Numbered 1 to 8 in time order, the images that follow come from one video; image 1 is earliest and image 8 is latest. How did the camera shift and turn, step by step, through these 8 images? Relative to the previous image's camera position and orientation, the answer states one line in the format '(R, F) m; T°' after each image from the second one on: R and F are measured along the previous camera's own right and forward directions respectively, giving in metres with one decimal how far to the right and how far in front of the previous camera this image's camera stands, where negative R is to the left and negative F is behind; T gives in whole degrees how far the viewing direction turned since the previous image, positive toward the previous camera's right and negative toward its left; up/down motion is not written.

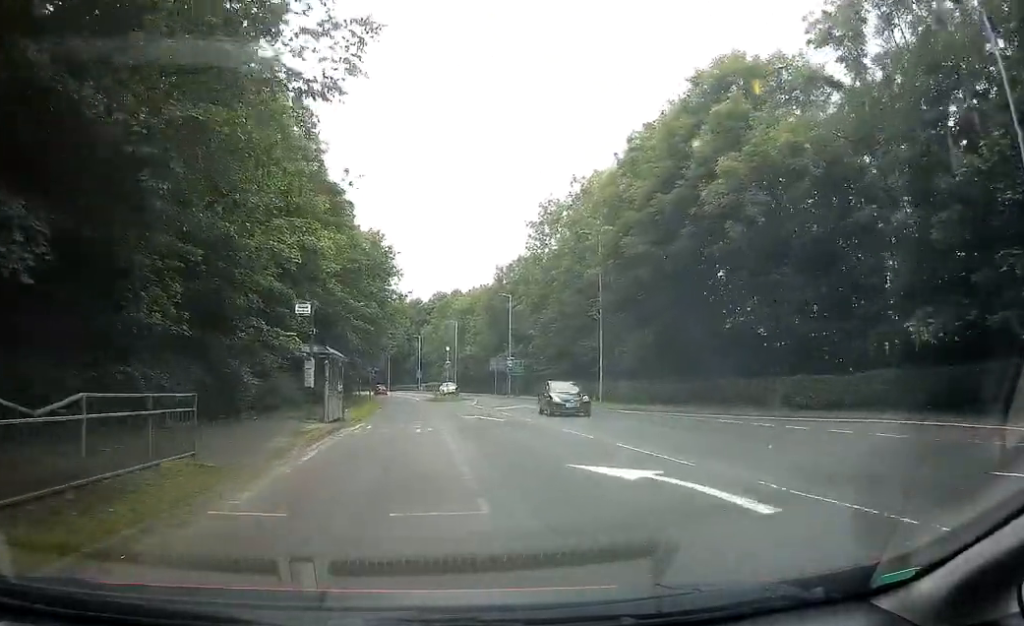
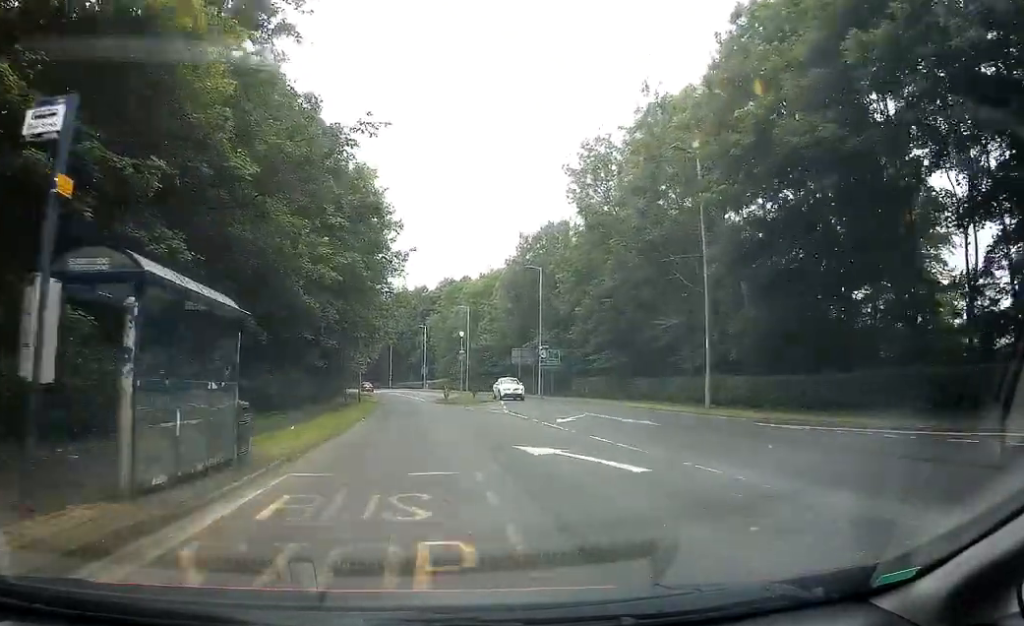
(-0.1, +15.2) m; 0°
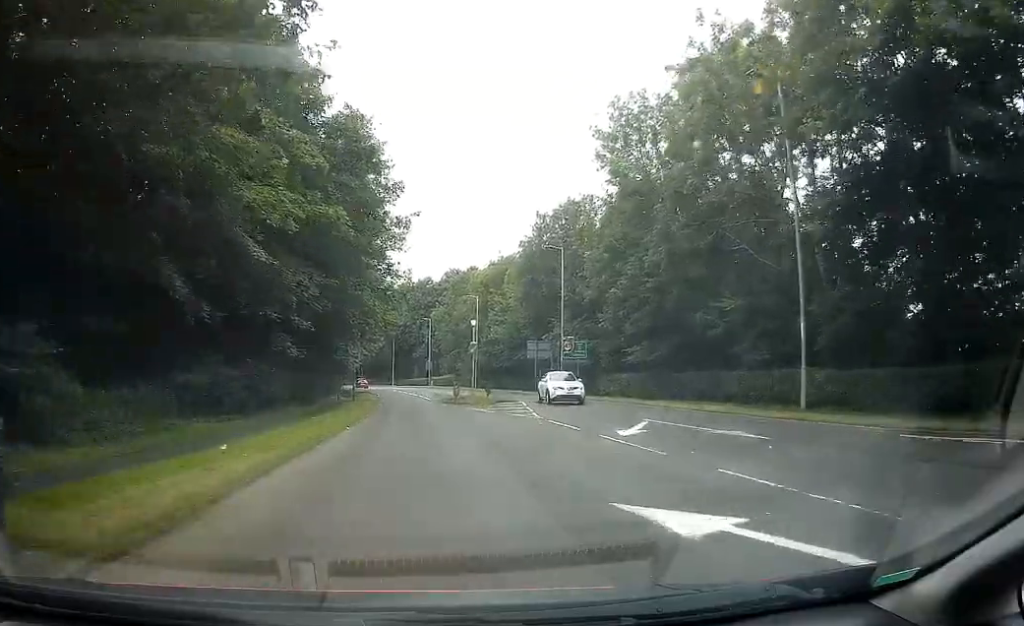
(+0.1, +6.9) m; -1°
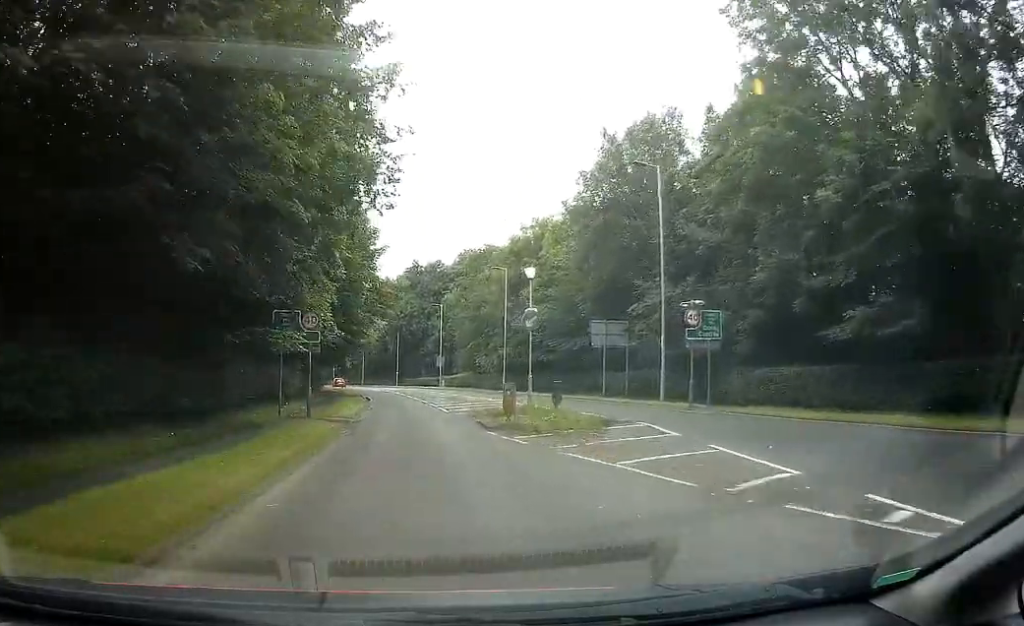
(-1.2, +18.9) m; -6°
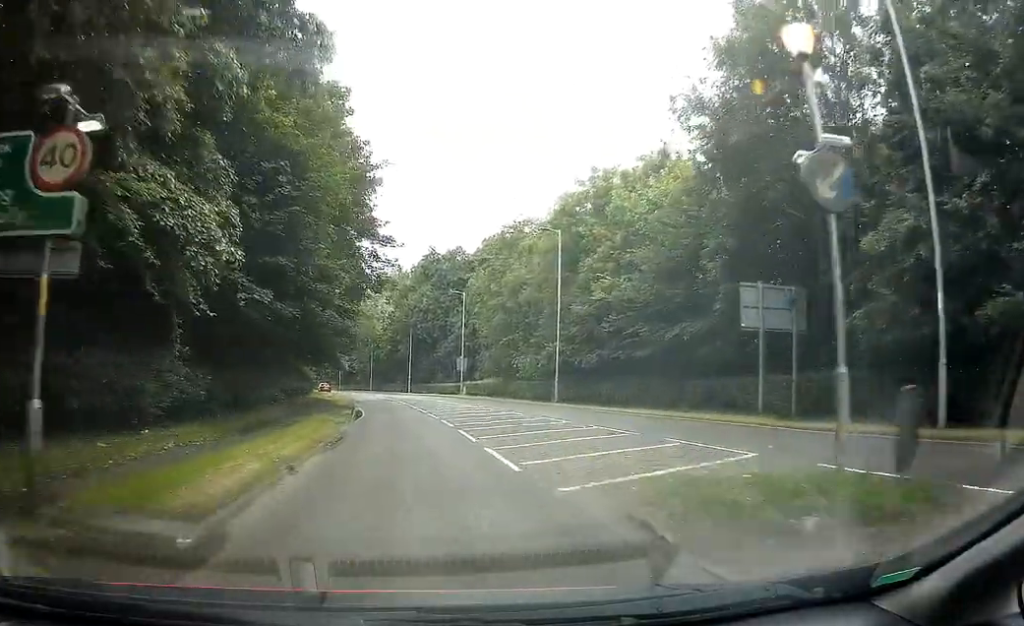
(+0.1, +16.7) m; +2°
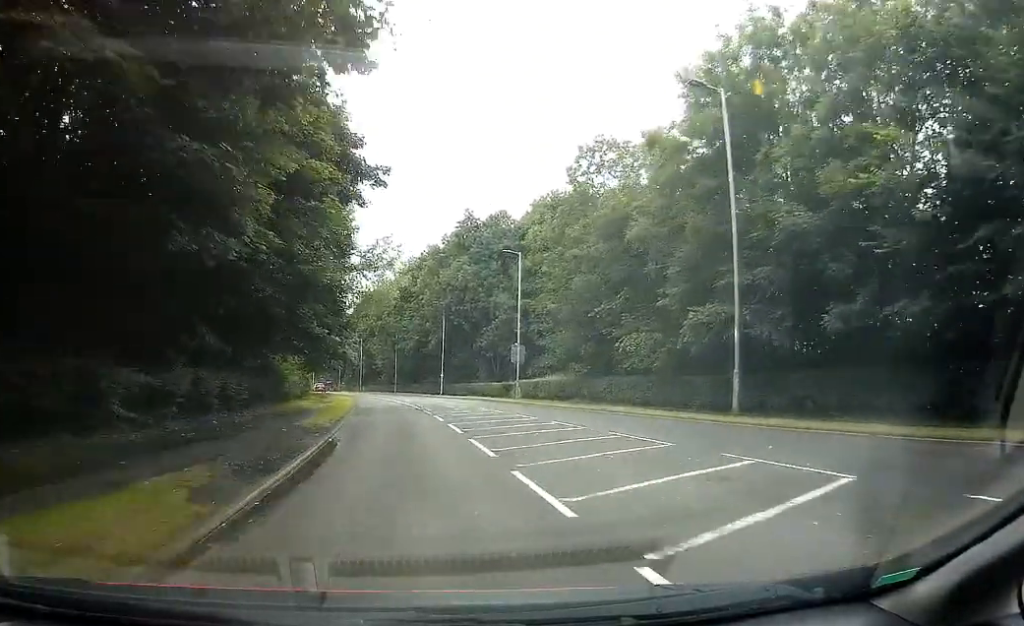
(-0.2, +20.9) m; -4°
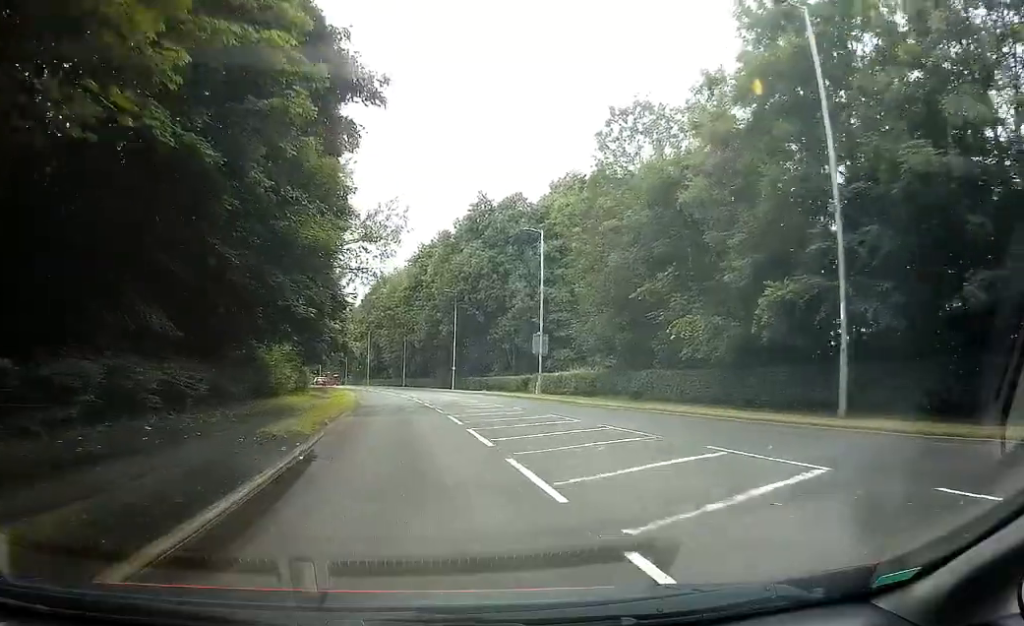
(-0.1, +5.4) m; -2°
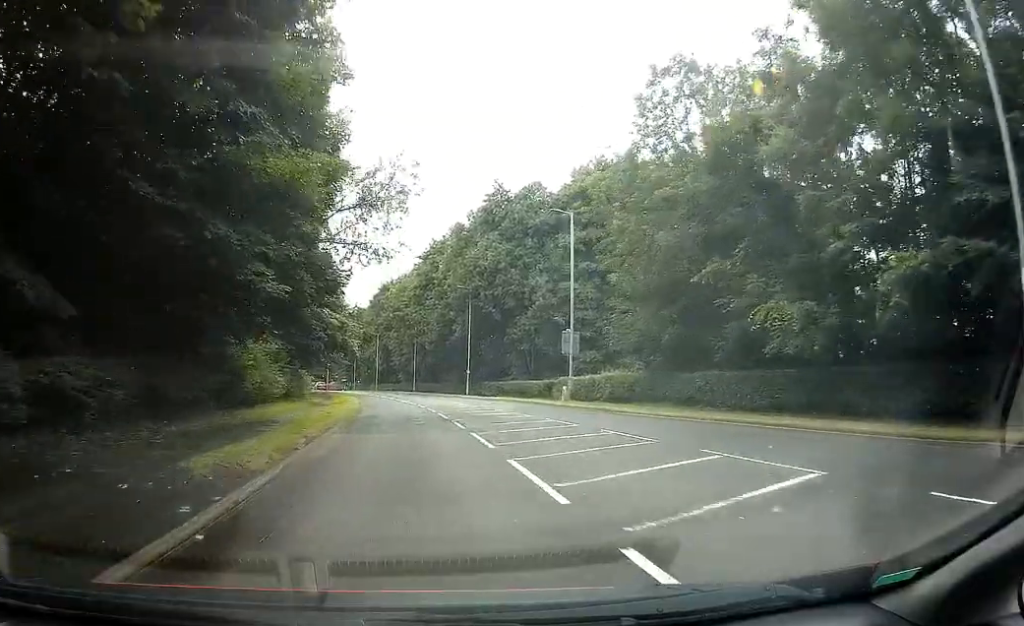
(0.0, +5.4) m; -2°
